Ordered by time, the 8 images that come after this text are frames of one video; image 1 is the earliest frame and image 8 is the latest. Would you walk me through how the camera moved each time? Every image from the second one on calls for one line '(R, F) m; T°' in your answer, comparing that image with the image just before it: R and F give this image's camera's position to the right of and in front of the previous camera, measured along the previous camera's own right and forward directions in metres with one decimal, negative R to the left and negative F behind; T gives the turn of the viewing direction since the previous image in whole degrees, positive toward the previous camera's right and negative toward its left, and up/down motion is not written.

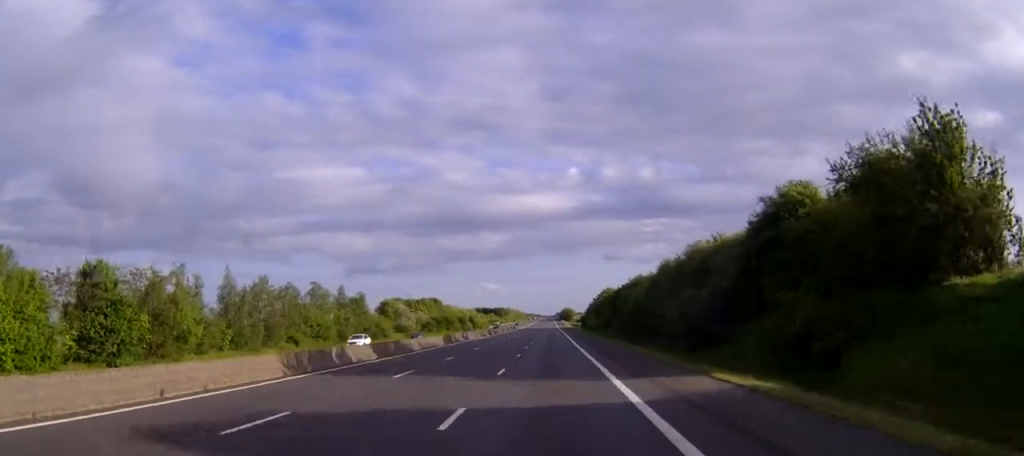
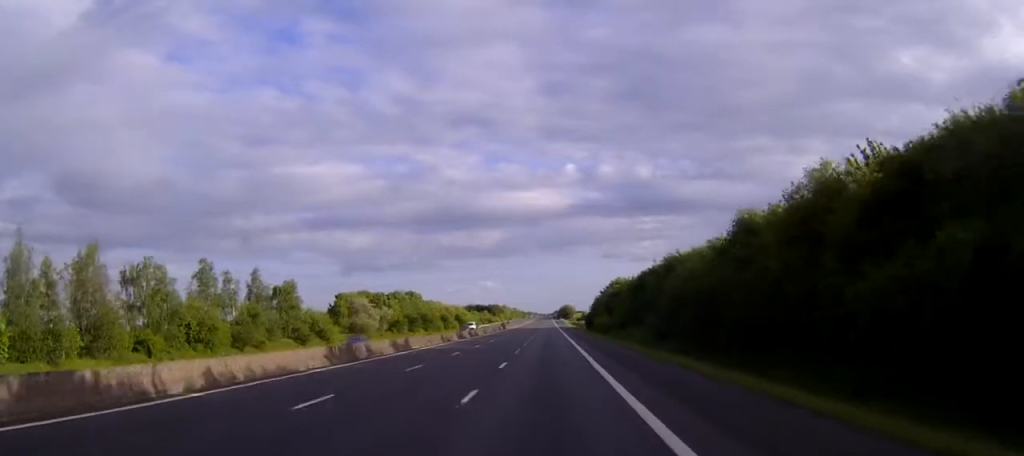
(+0.1, +35.5) m; 0°
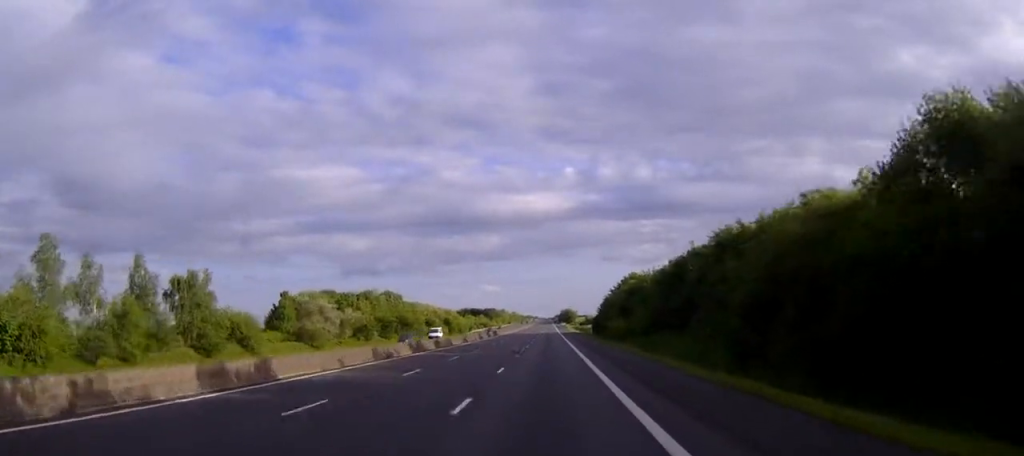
(0.0, +26.9) m; 0°
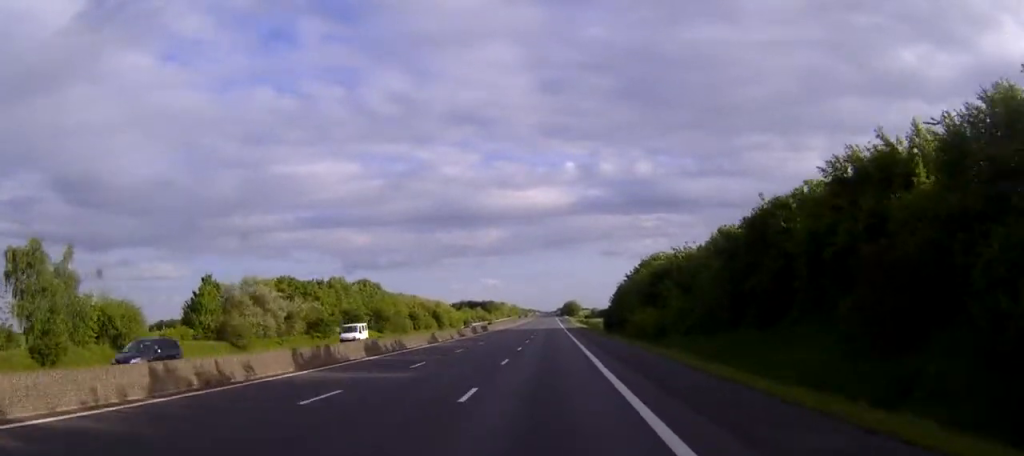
(0.0, +25.0) m; 0°
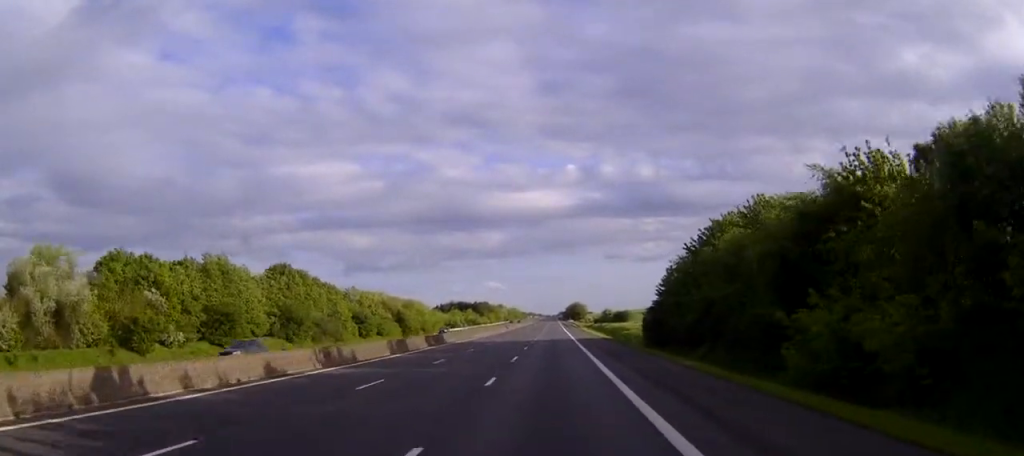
(-0.2, +48.0) m; 0°
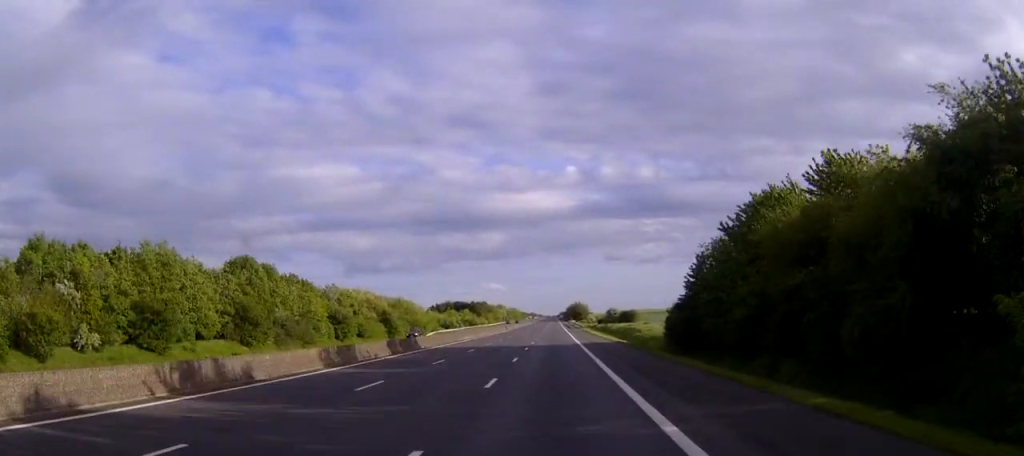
(0.0, +13.5) m; 0°
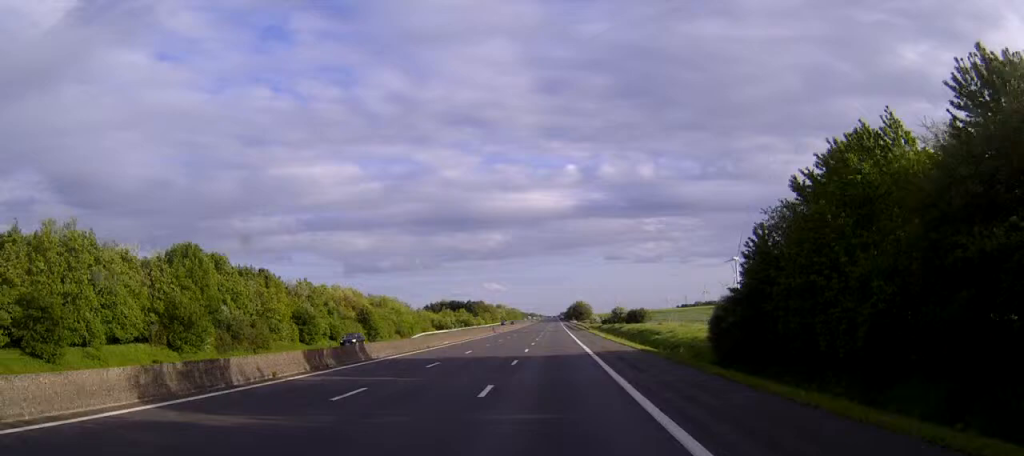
(0.0, +15.4) m; 0°
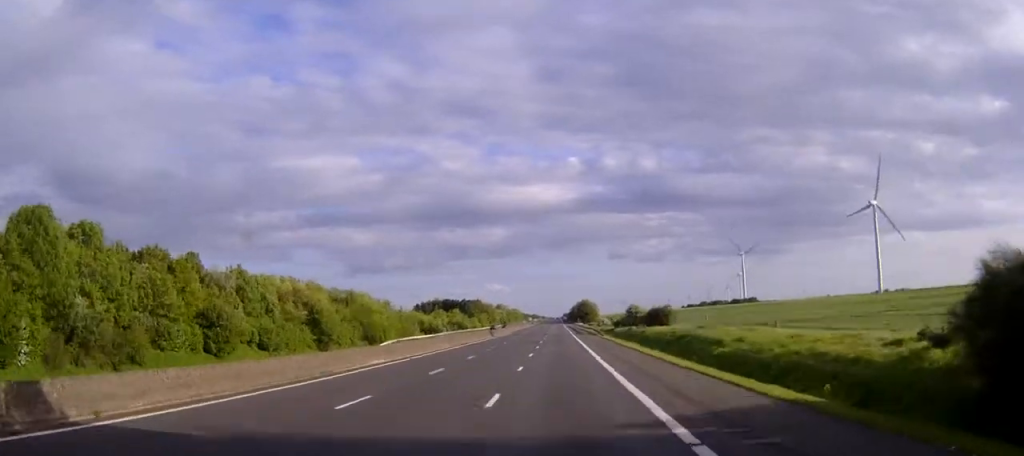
(0.0, +26.9) m; 0°
